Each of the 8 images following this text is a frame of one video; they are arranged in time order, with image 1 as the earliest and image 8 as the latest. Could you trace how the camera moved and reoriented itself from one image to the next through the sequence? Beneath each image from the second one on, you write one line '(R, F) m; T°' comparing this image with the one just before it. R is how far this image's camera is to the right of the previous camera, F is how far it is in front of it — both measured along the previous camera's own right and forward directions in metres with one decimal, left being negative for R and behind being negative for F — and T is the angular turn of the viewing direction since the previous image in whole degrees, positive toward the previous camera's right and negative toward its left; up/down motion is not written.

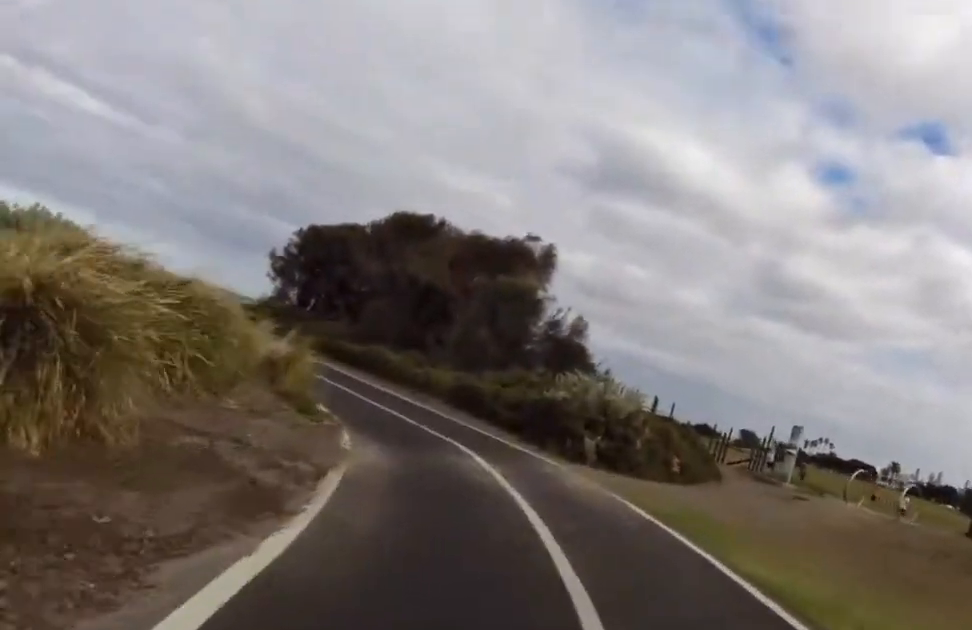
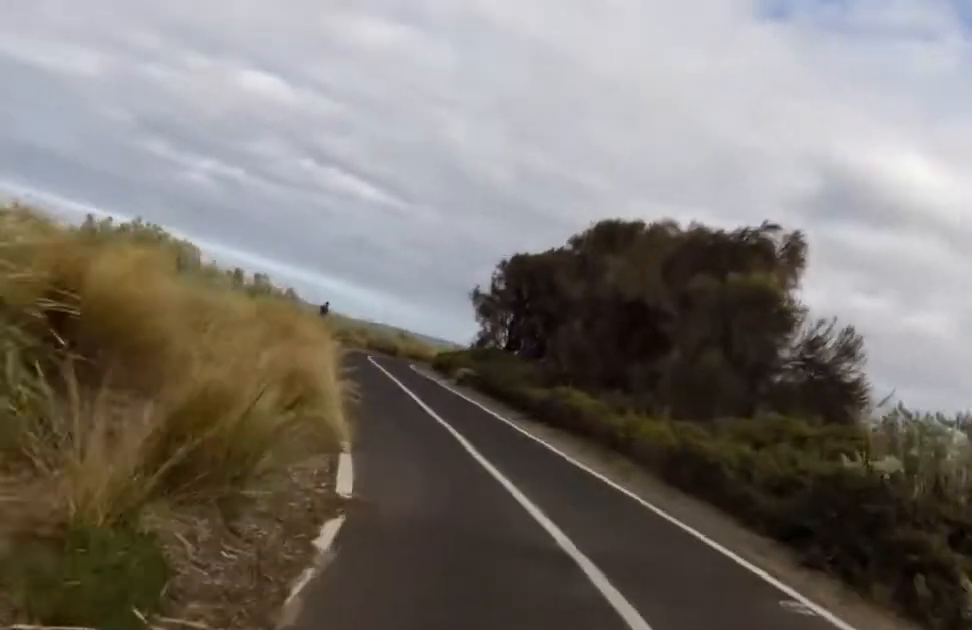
(-1.6, +5.4) m; -20°
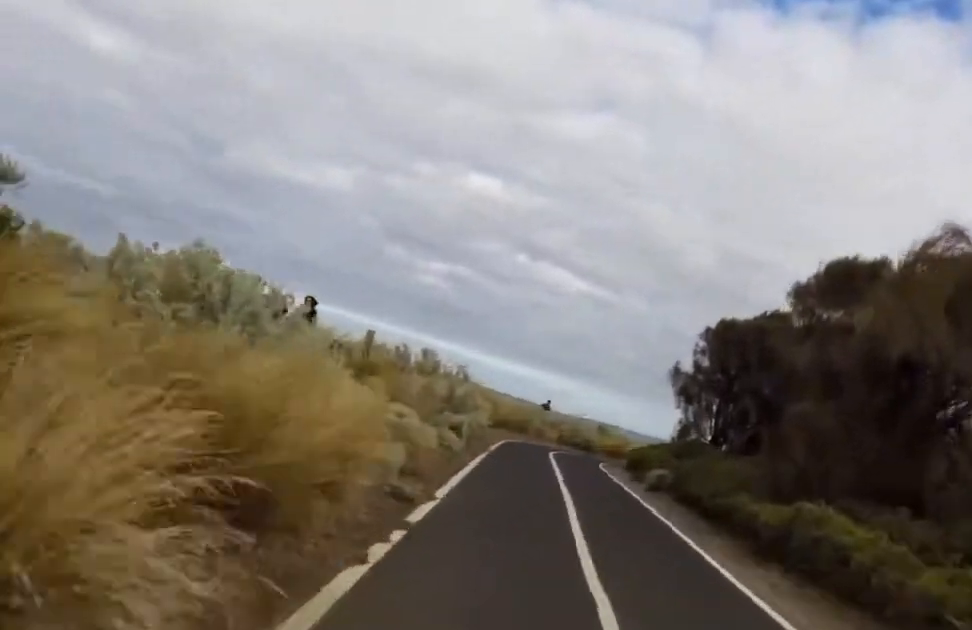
(-0.6, +4.9) m; -5°
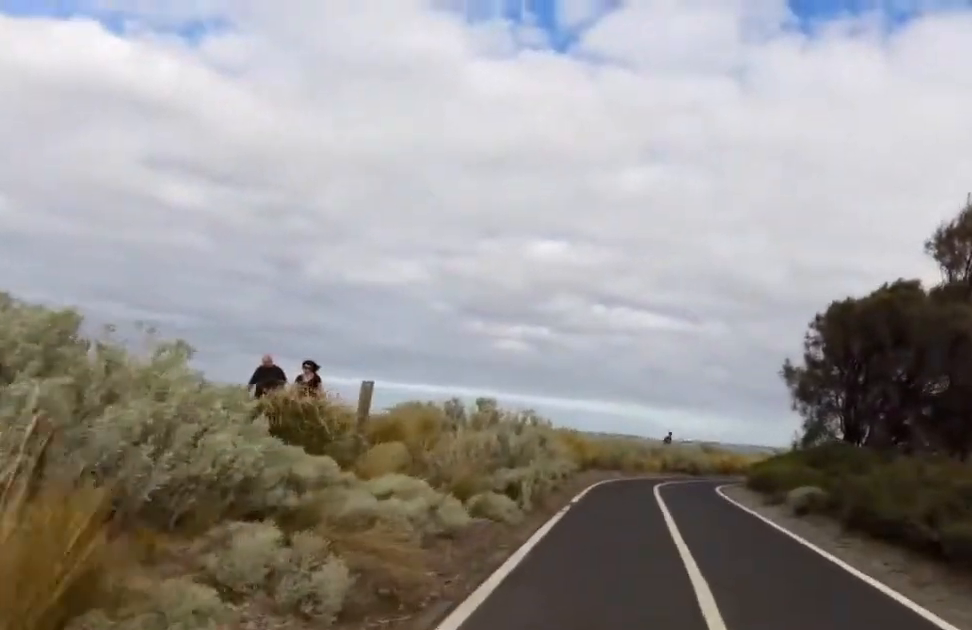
(-0.2, +4.3) m; -3°
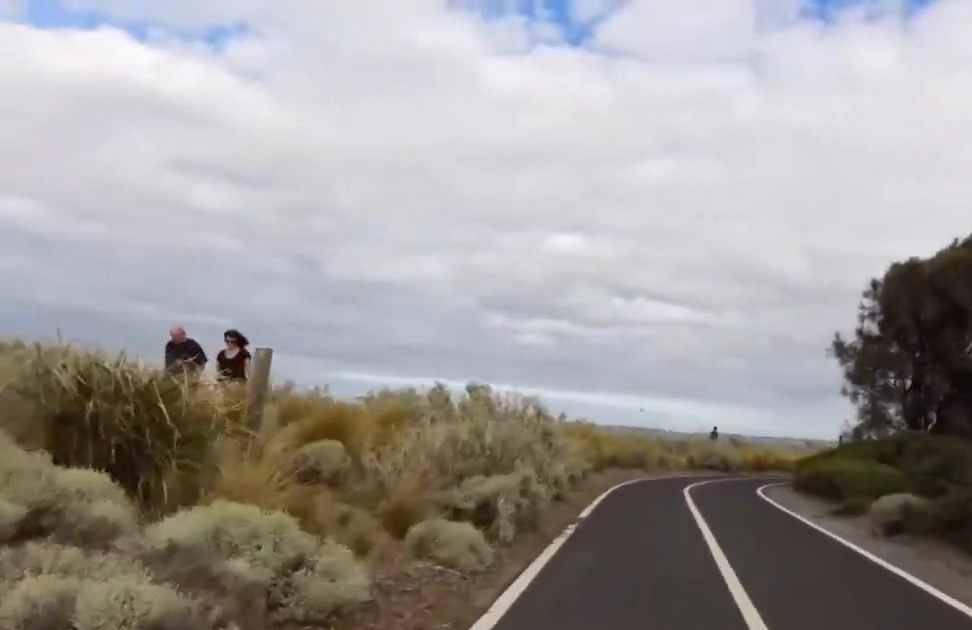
(+0.3, +3.1) m; -5°
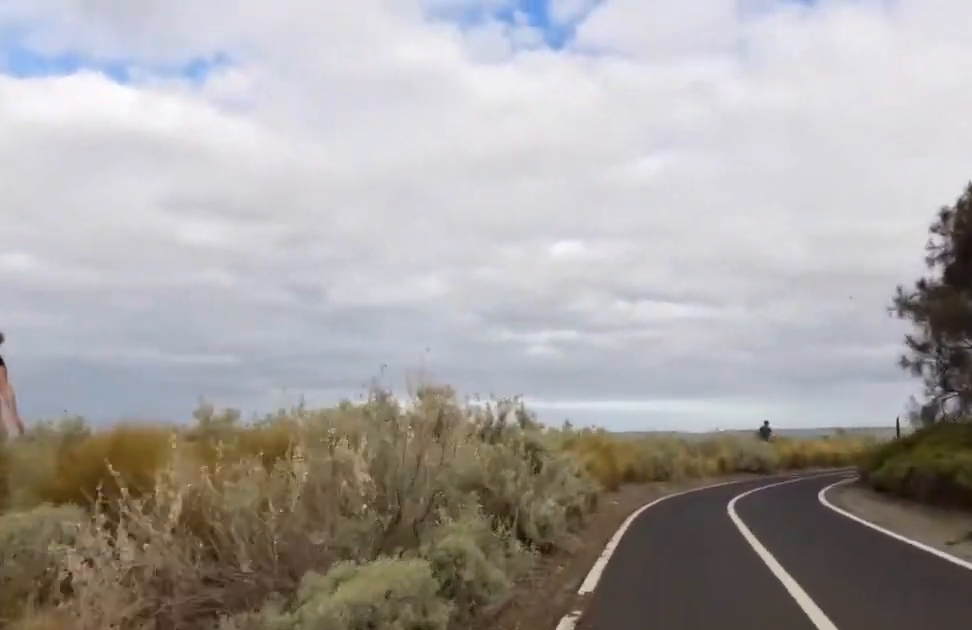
(0.0, +3.8) m; -5°
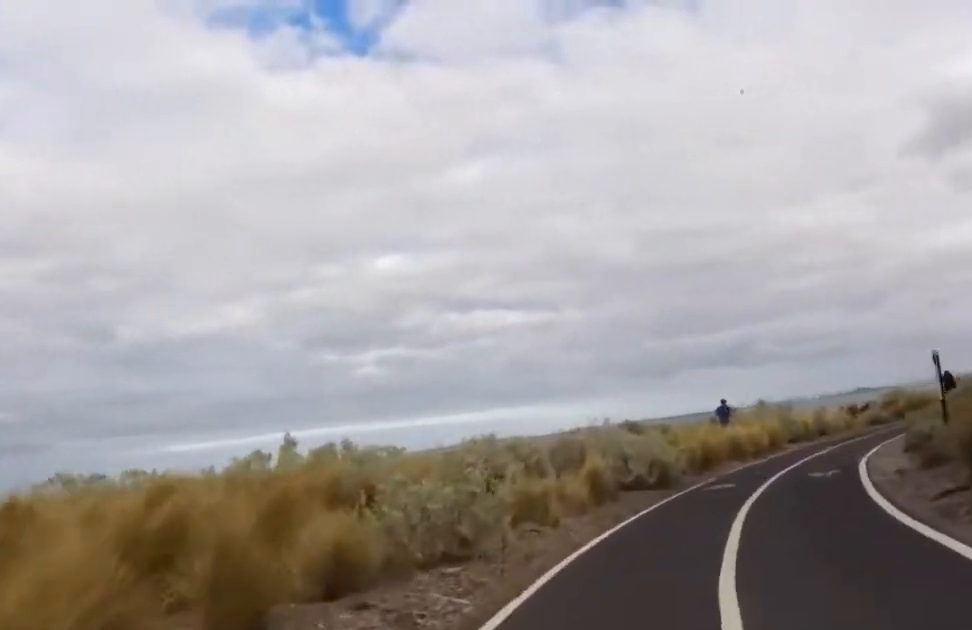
(-0.4, +11.0) m; +6°
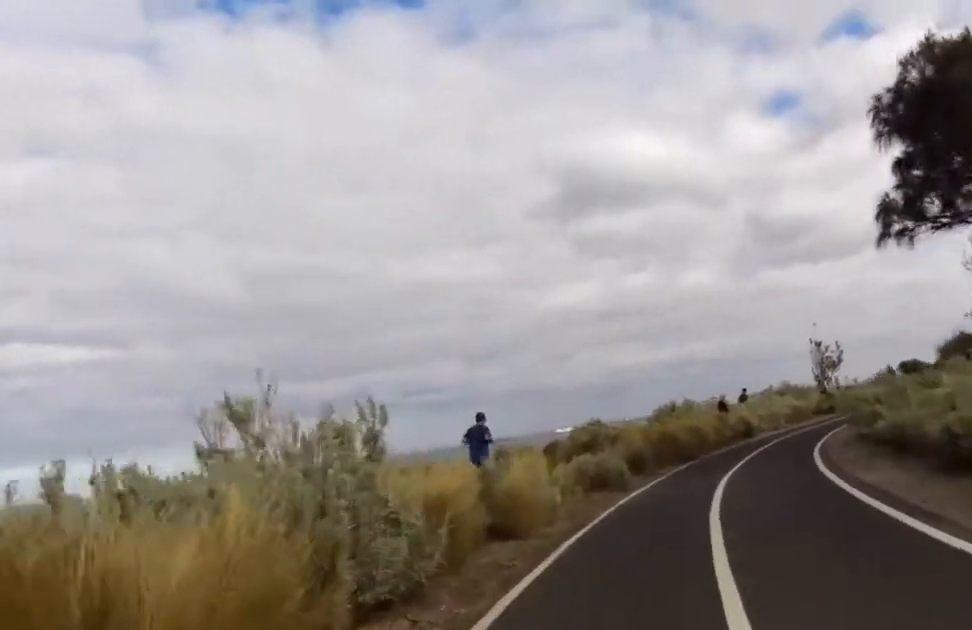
(+3.4, +18.4) m; +25°
